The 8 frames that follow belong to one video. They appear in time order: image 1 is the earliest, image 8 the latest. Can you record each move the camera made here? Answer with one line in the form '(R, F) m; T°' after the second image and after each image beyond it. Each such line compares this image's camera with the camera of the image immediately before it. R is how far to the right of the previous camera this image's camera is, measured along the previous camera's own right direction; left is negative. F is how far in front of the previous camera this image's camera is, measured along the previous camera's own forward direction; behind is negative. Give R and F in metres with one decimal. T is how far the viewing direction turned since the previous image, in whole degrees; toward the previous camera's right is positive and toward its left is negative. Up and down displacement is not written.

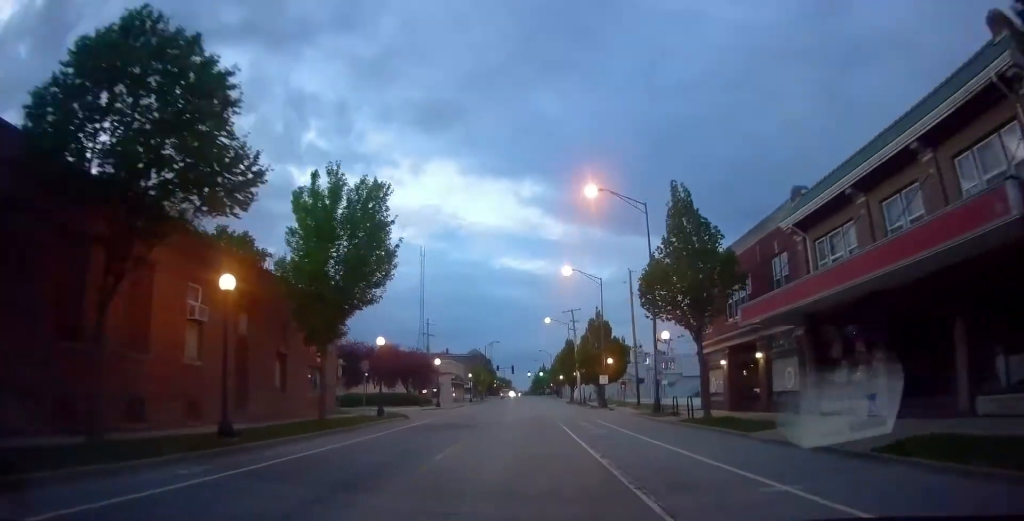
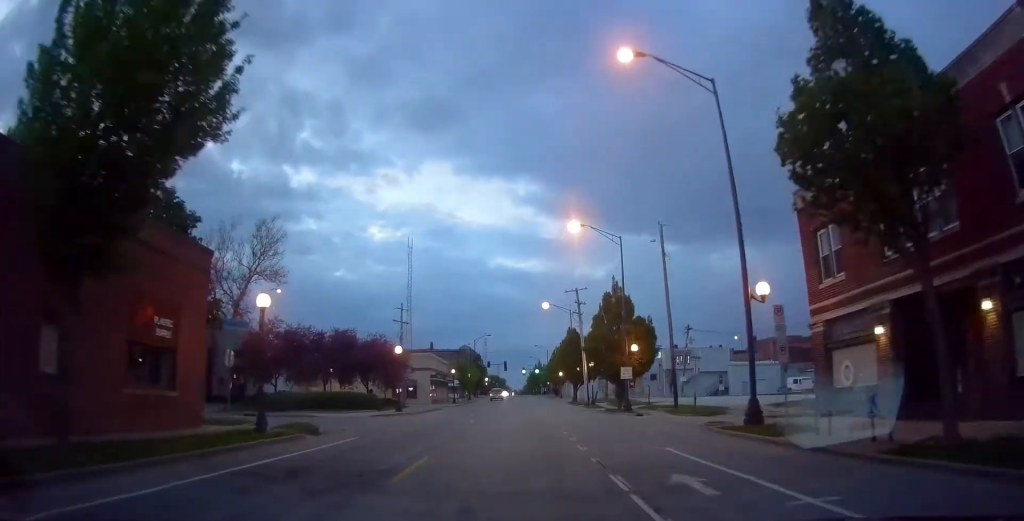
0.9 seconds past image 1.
(0.0, +14.2) m; 0°
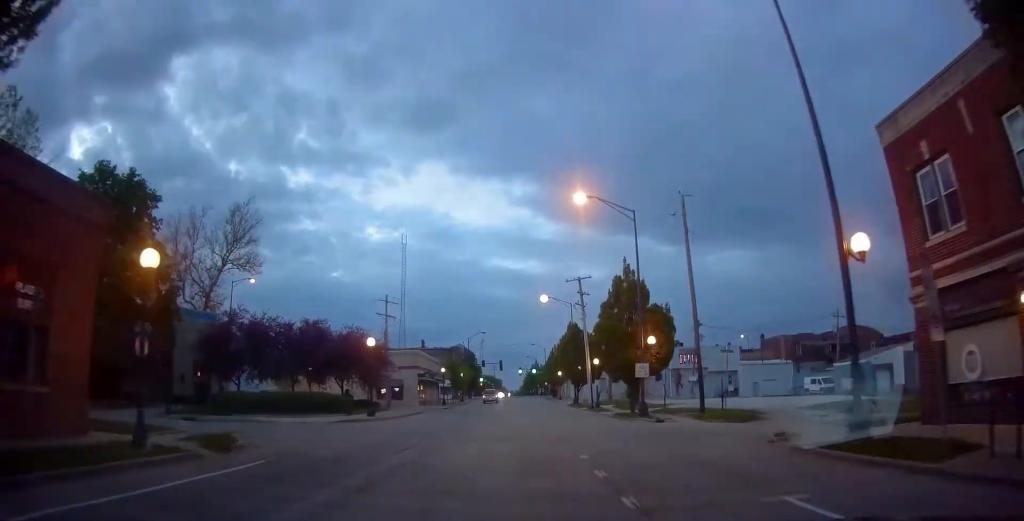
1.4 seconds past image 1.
(0.0, +6.6) m; 0°
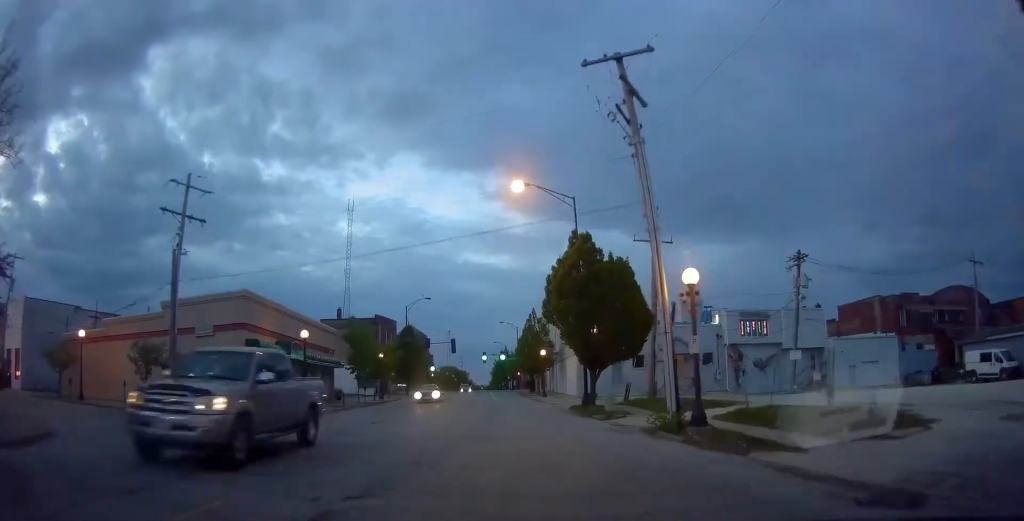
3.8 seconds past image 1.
(+0.2, +36.9) m; +2°
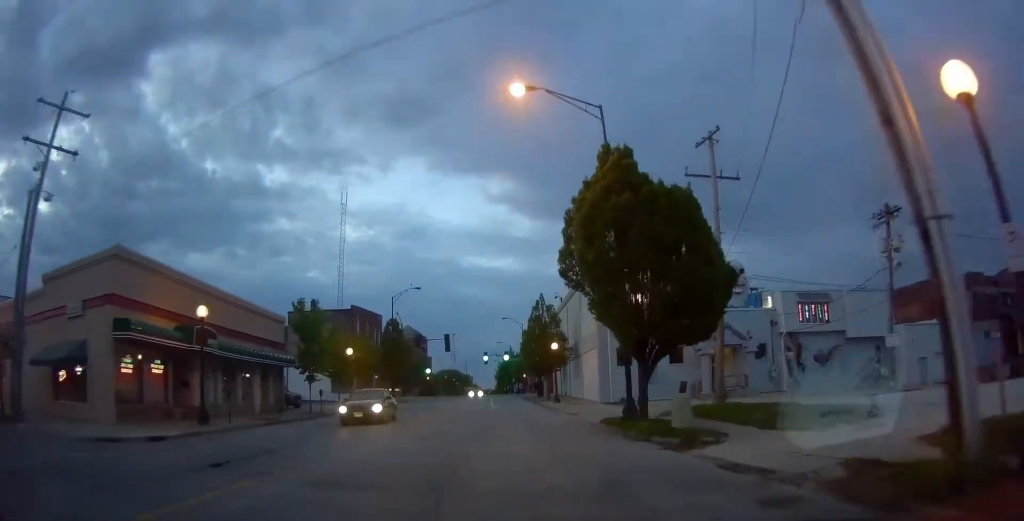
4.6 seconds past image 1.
(+0.2, +11.3) m; +1°
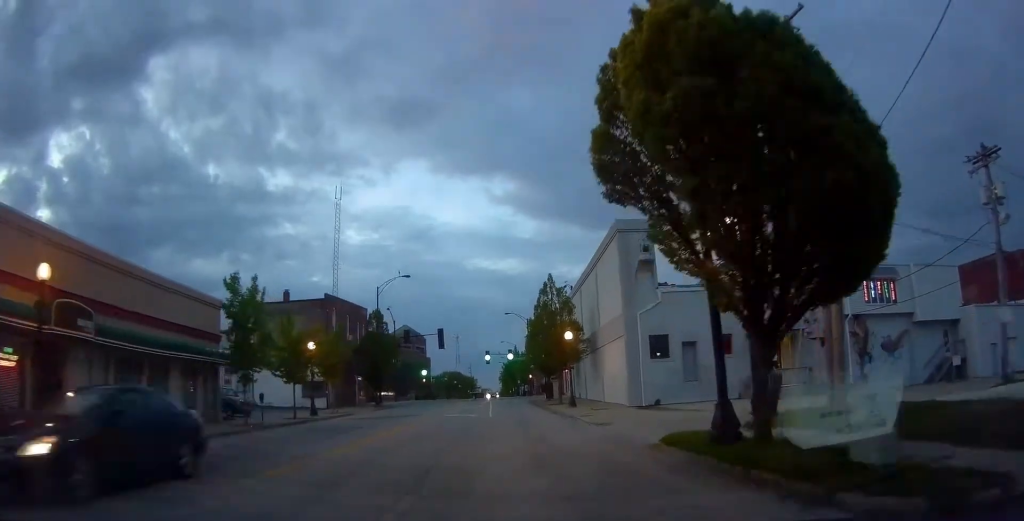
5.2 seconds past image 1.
(0.0, +9.4) m; 0°
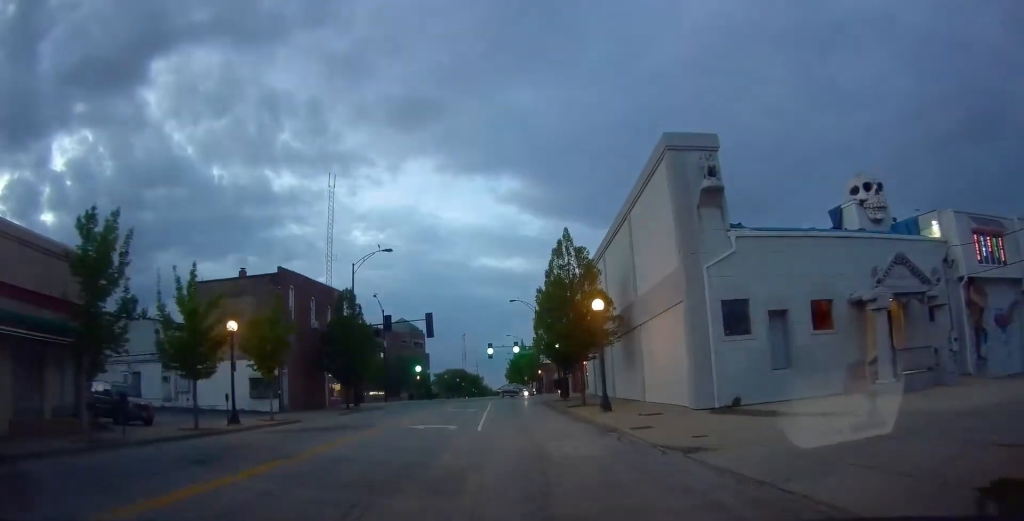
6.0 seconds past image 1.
(0.0, +11.3) m; -1°
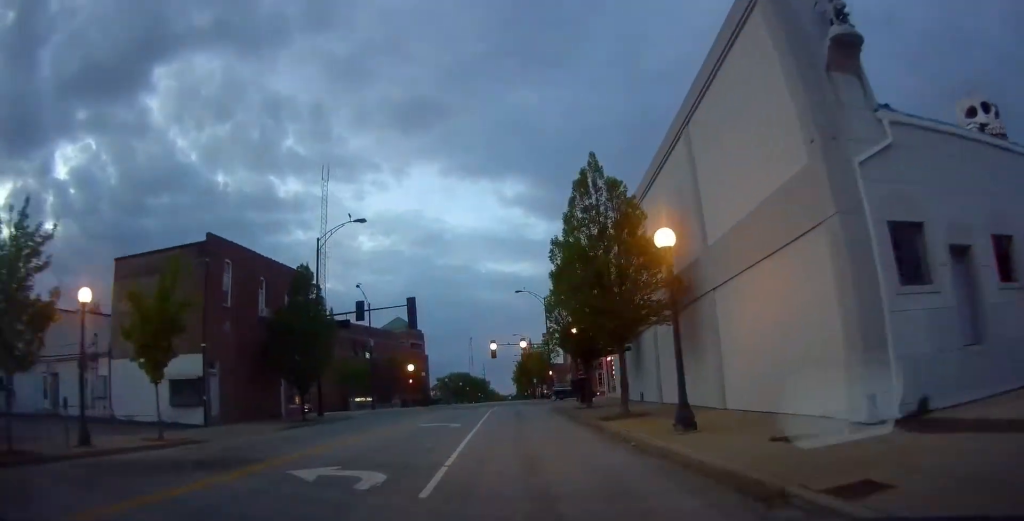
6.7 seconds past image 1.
(0.0, +10.3) m; -1°
